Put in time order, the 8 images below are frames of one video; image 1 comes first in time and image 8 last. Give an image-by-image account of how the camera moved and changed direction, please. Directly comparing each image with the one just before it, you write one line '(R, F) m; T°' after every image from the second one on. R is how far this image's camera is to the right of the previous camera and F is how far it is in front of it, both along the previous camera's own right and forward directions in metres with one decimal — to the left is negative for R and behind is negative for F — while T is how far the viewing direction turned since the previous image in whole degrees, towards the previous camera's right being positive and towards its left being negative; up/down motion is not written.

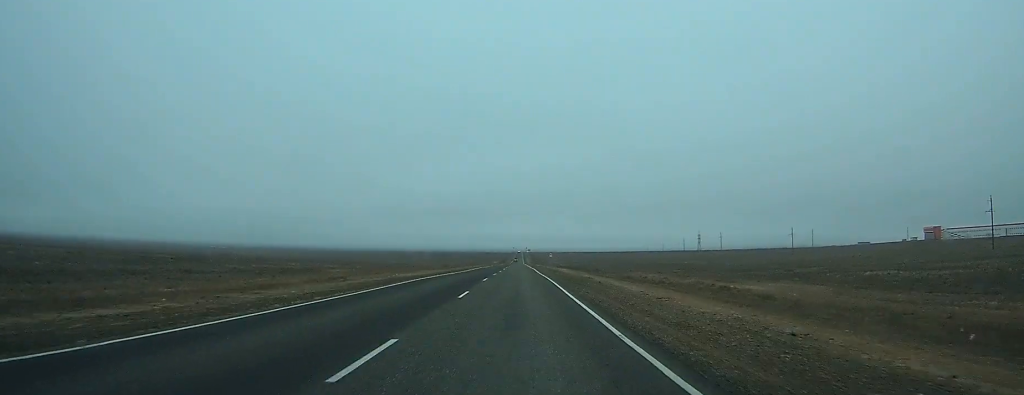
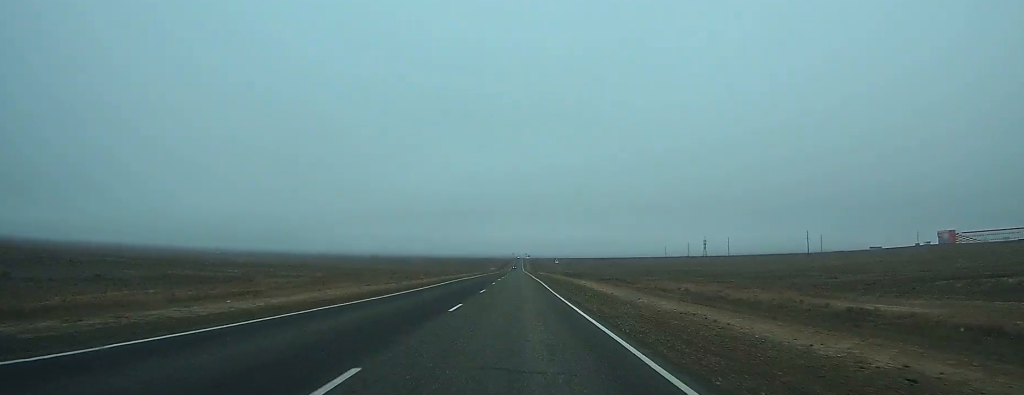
(0.0, +26.9) m; 0°
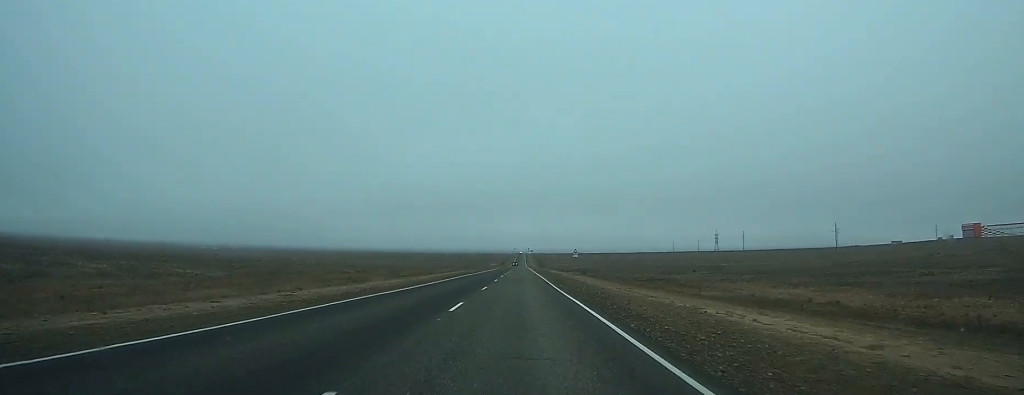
(0.0, +39.2) m; 0°
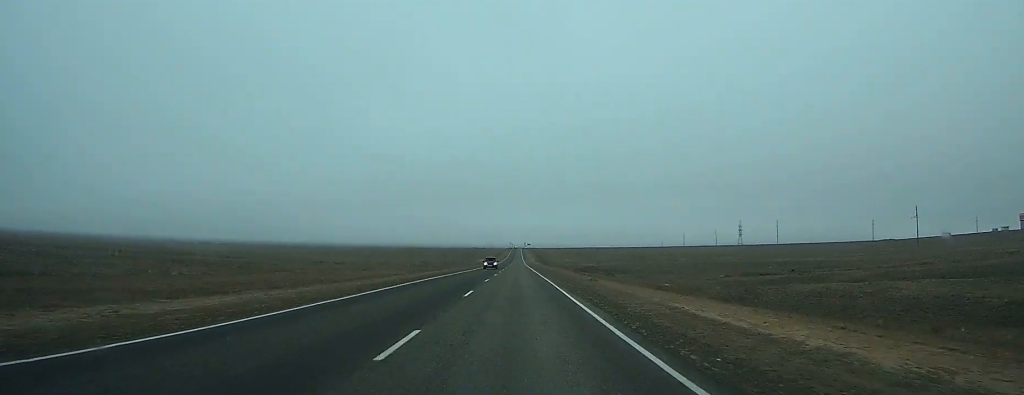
(-0.1, +94.6) m; 0°
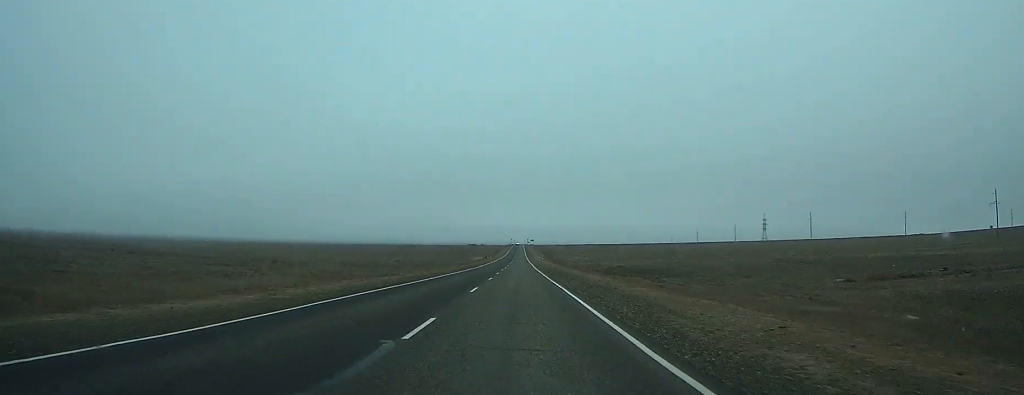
(+0.1, +57.3) m; 0°
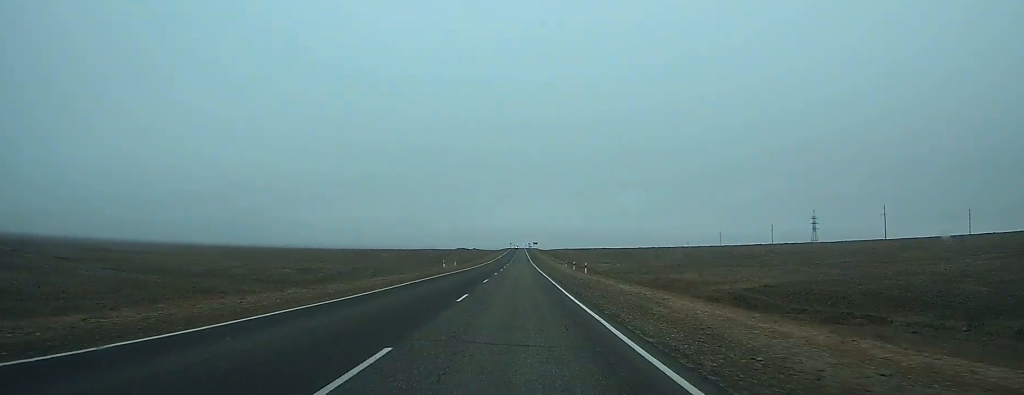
(0.0, +99.0) m; 0°
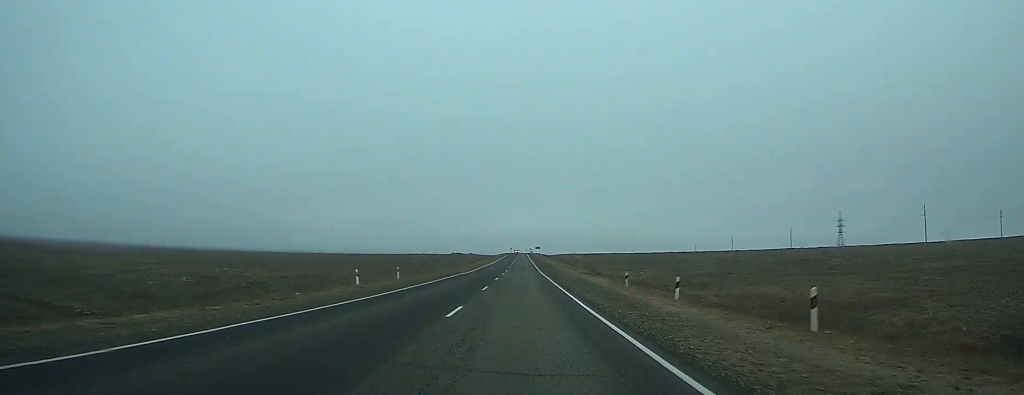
(0.0, +41.8) m; 0°
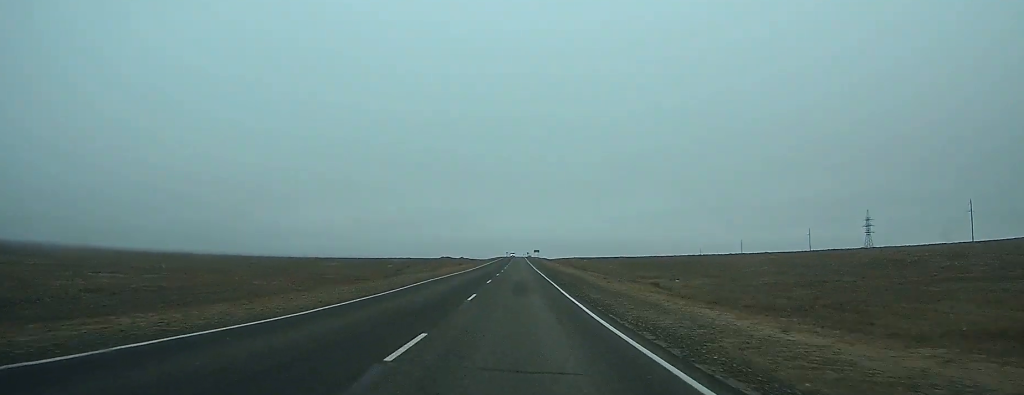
(0.0, +43.6) m; 0°
